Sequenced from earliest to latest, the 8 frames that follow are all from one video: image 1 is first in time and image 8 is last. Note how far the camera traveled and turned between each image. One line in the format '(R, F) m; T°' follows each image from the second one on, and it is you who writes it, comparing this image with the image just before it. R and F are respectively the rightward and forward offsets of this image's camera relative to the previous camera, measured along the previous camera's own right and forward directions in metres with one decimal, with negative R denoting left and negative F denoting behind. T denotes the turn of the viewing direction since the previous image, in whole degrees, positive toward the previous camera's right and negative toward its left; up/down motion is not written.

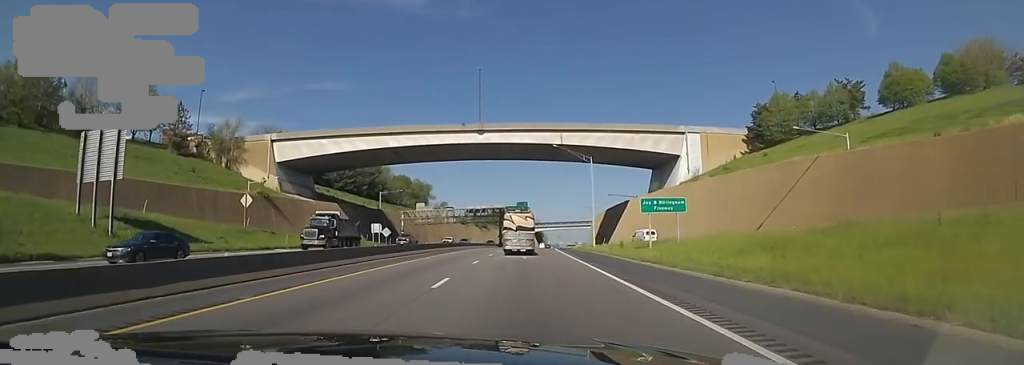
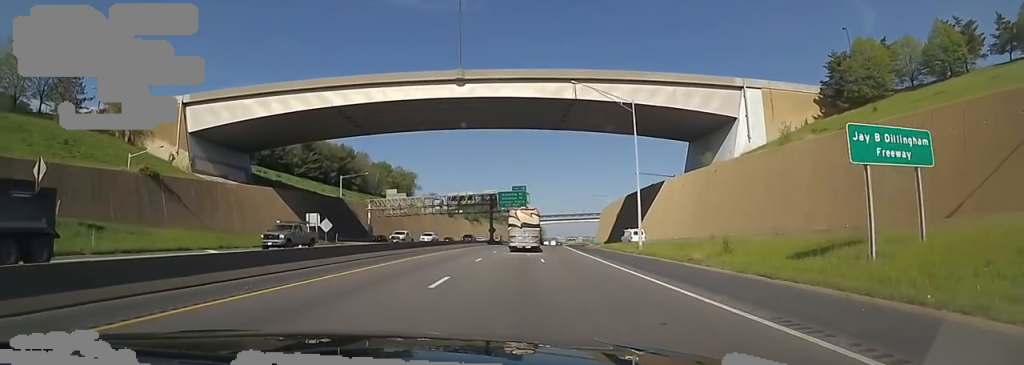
(-0.5, +25.0) m; 0°
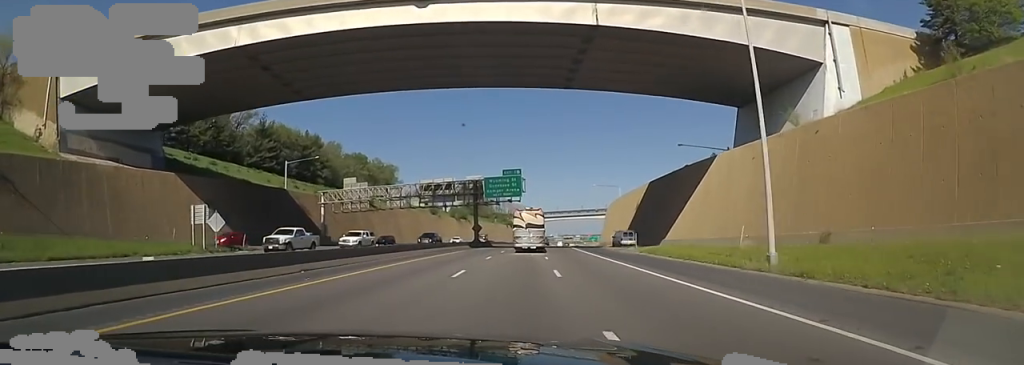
(+0.3, +21.2) m; +2°
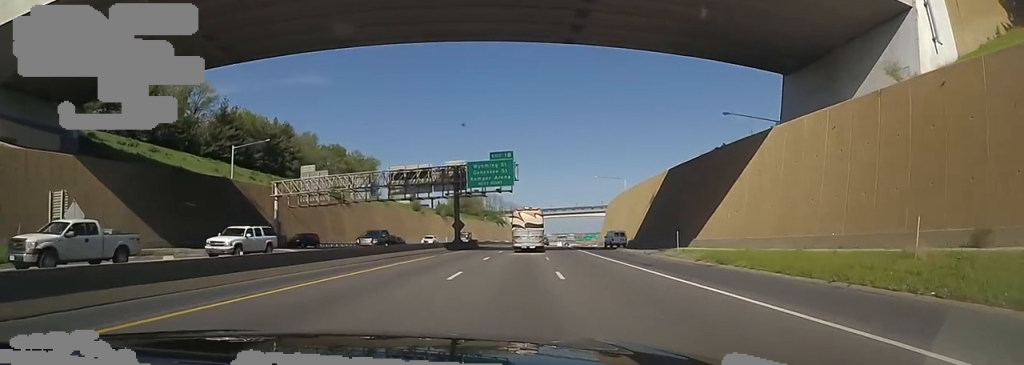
(+0.4, +13.1) m; +2°
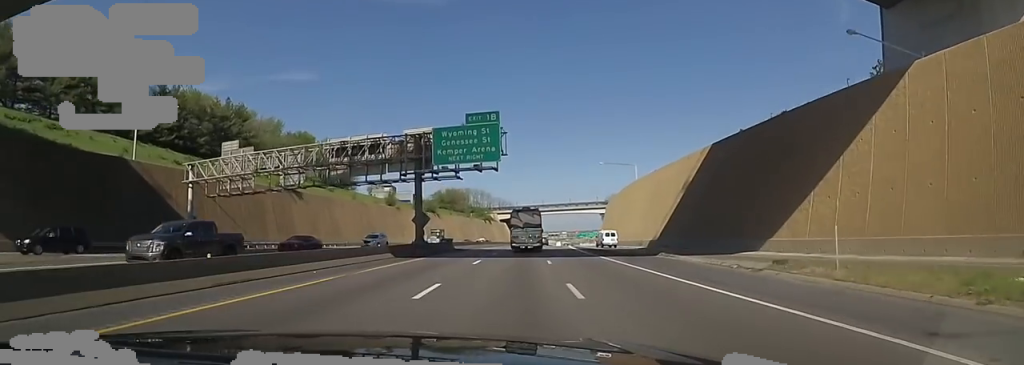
(-0.1, +16.6) m; 0°
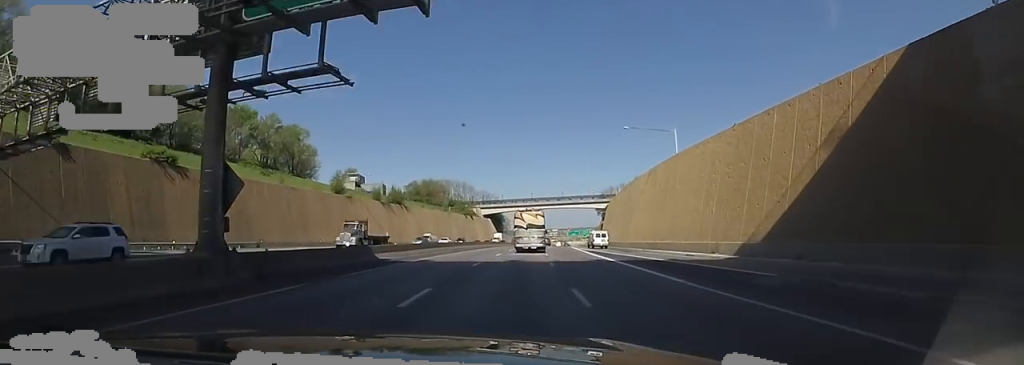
(+0.1, +25.6) m; 0°
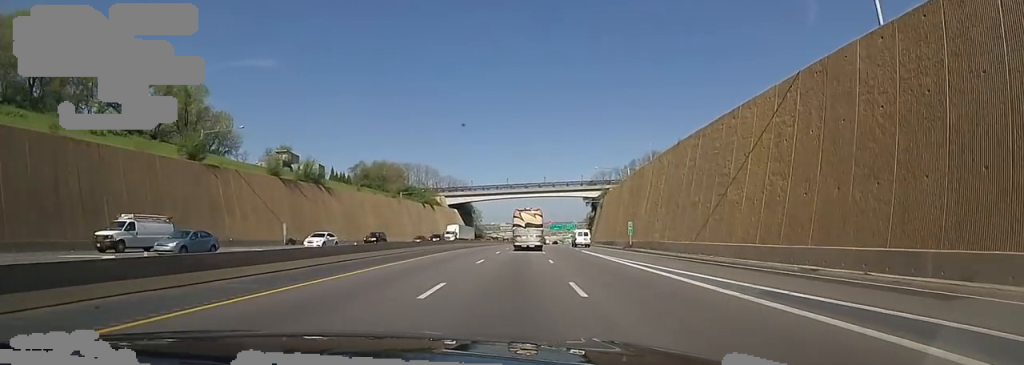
(+0.8, +36.1) m; +4°
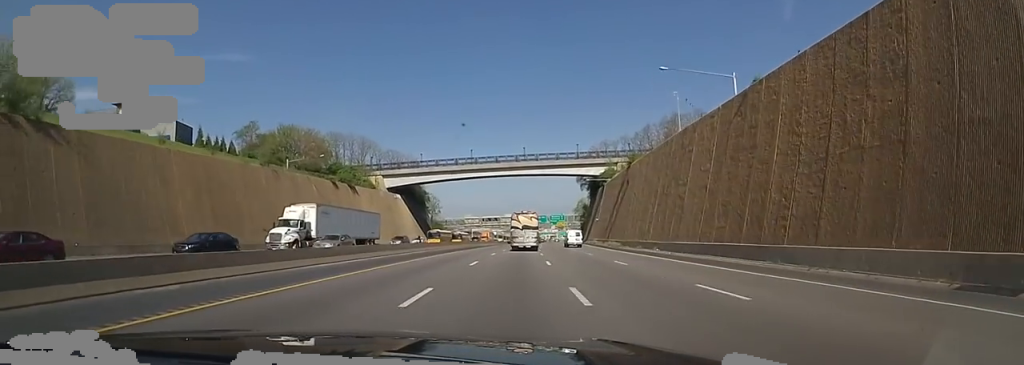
(+0.7, +50.4) m; +3°
